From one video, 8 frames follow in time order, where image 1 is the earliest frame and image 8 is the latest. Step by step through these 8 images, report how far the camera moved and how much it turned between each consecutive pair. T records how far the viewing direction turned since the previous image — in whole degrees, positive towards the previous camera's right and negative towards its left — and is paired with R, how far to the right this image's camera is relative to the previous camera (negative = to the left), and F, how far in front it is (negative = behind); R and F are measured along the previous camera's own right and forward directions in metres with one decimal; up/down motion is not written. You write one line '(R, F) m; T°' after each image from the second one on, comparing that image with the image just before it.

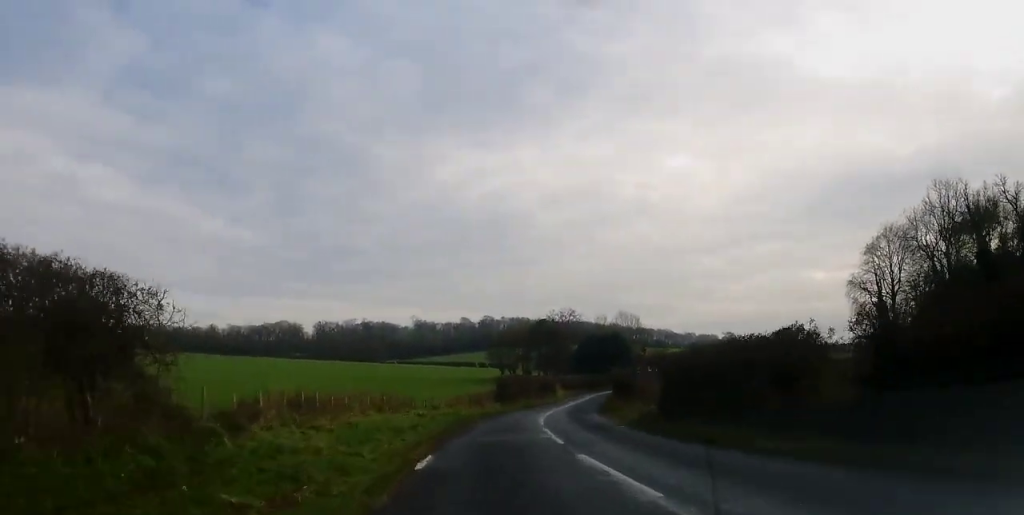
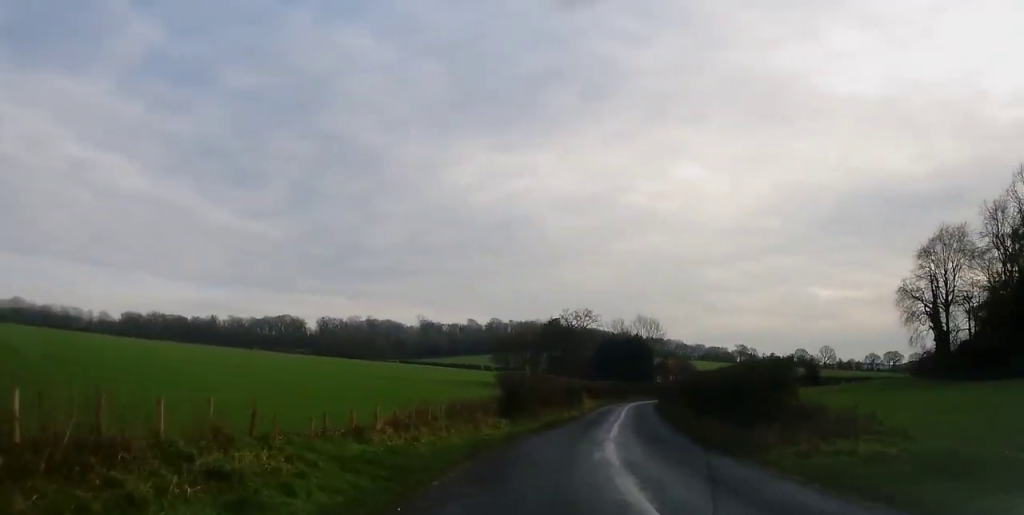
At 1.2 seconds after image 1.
(-0.7, +19.8) m; -1°
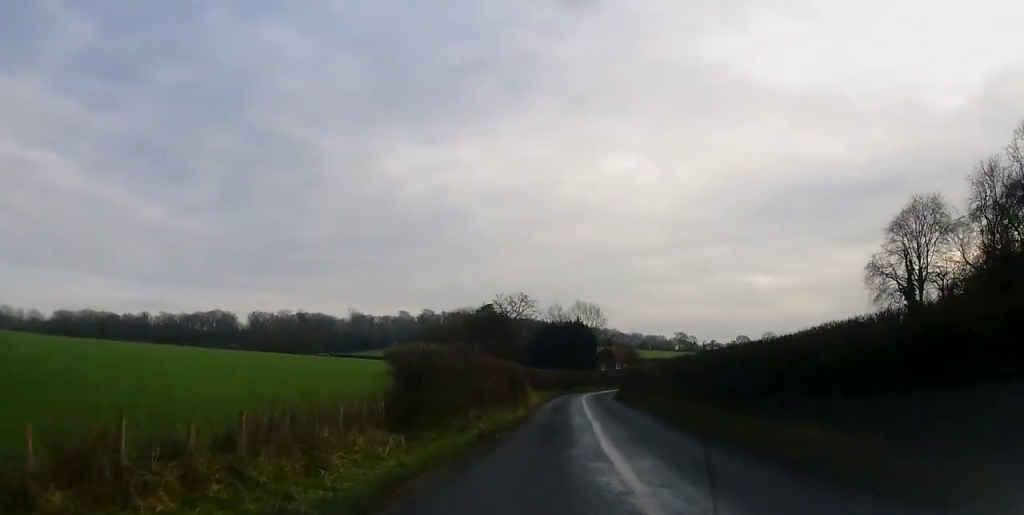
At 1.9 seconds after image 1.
(+0.2, +13.2) m; +3°
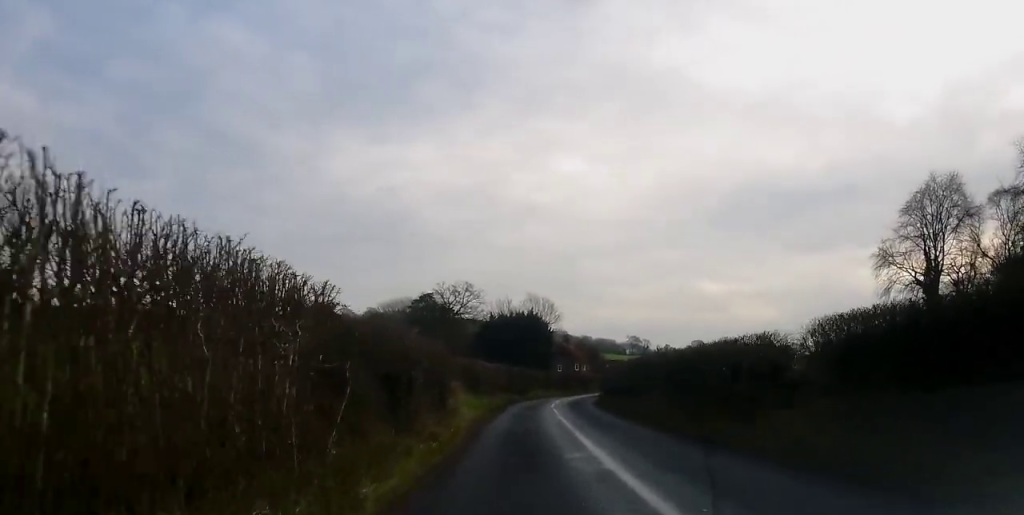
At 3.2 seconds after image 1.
(+1.2, +22.2) m; +4°
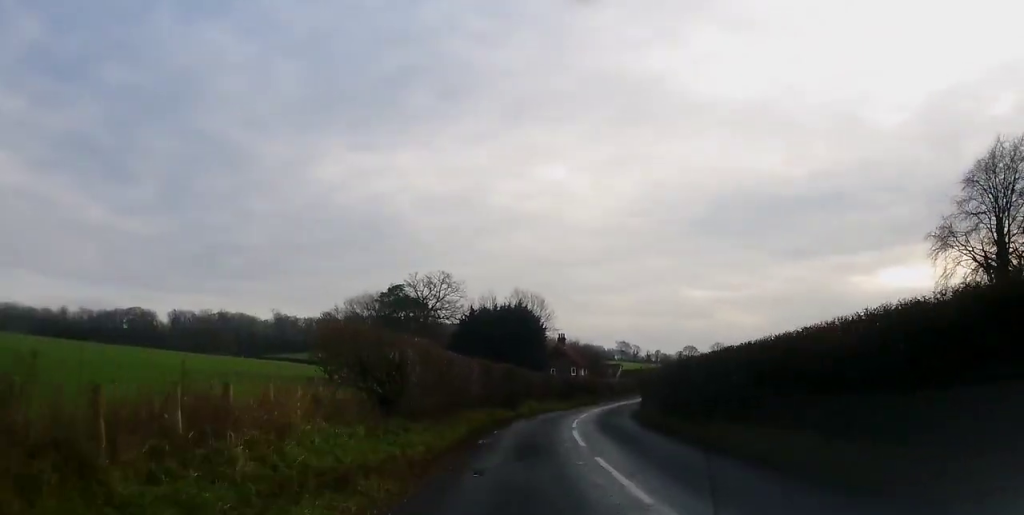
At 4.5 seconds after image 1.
(+0.1, +22.2) m; +1°
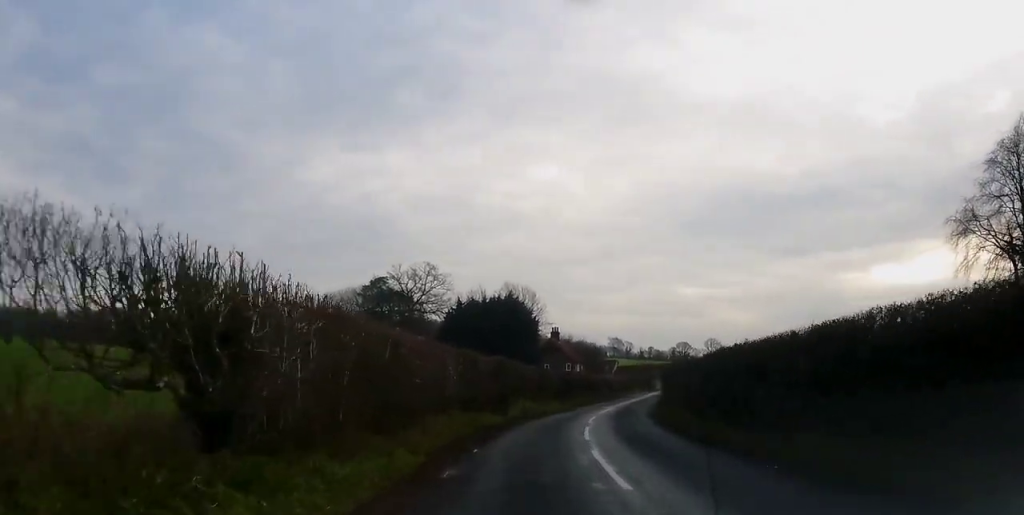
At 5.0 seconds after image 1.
(+0.2, +7.5) m; +1°
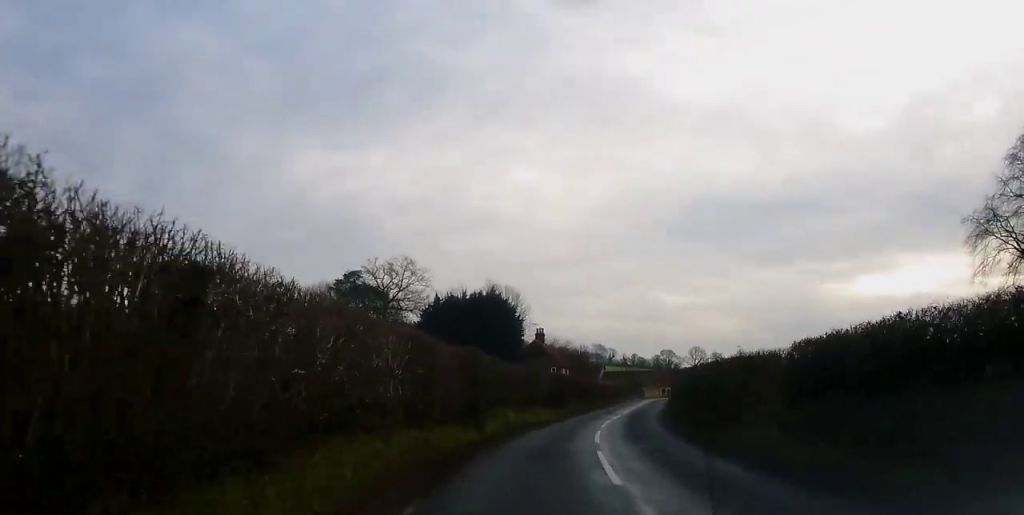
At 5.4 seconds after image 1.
(+0.1, +7.8) m; +1°
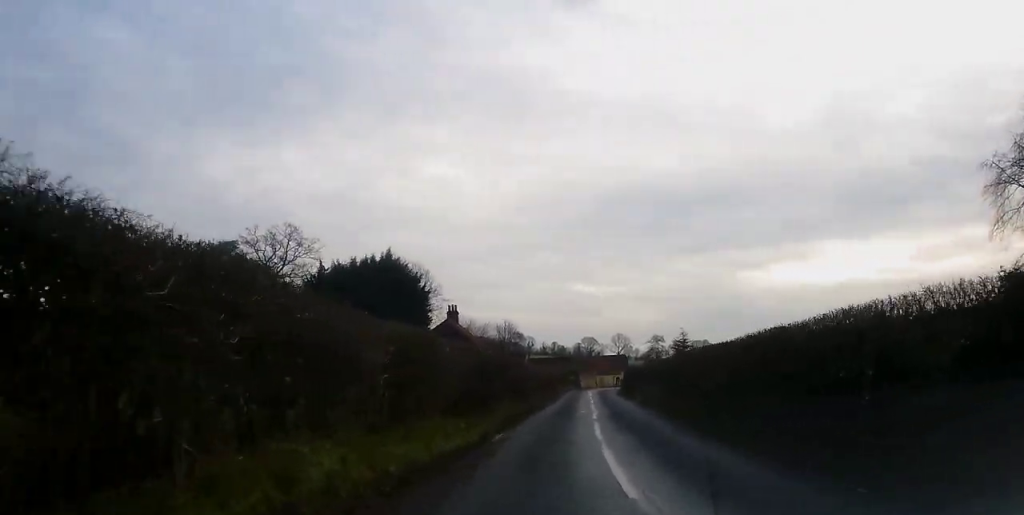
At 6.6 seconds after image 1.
(+0.6, +19.4) m; +6°
